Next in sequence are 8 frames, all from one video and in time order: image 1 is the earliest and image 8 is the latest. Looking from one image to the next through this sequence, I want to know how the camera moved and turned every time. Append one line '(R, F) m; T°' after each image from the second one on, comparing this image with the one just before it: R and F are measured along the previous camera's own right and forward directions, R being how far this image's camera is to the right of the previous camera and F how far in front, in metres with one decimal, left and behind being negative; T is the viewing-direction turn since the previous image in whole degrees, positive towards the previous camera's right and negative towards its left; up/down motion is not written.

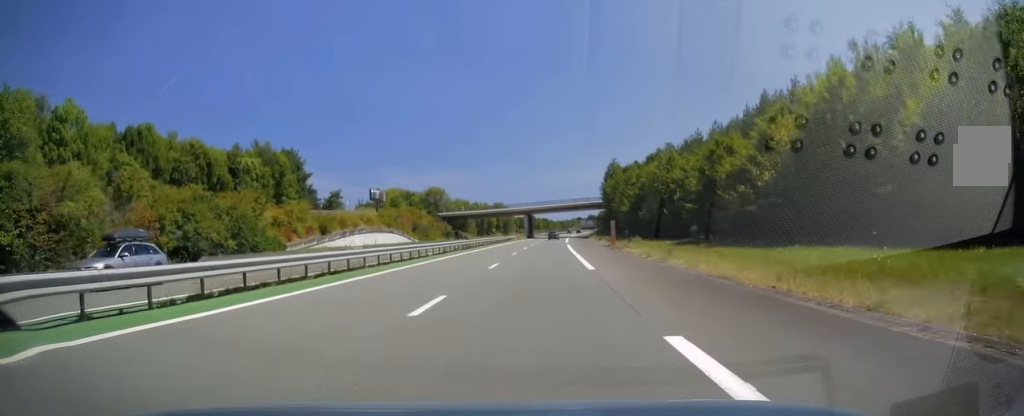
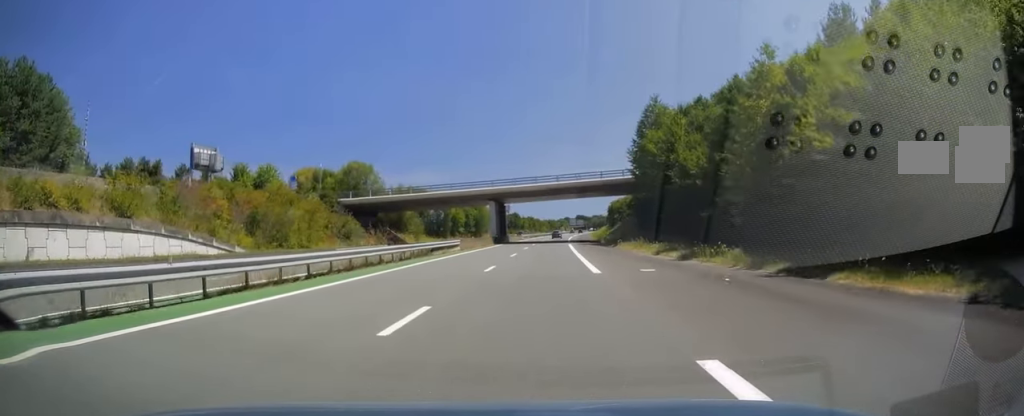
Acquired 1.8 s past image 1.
(+0.8, +53.9) m; +2°
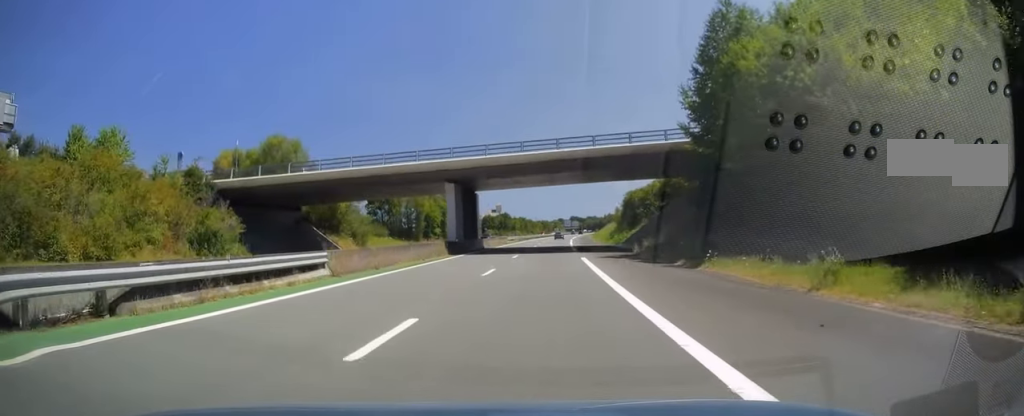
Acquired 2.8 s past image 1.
(+0.3, +27.4) m; 0°
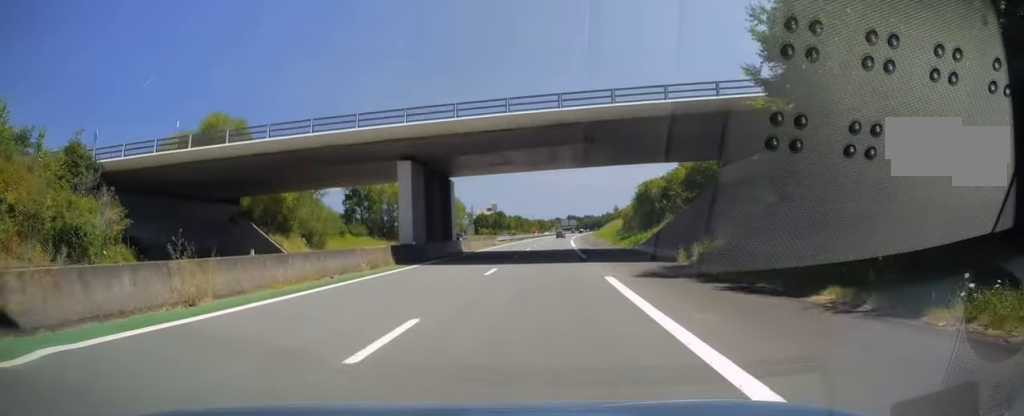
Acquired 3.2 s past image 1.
(-0.1, +13.2) m; 0°
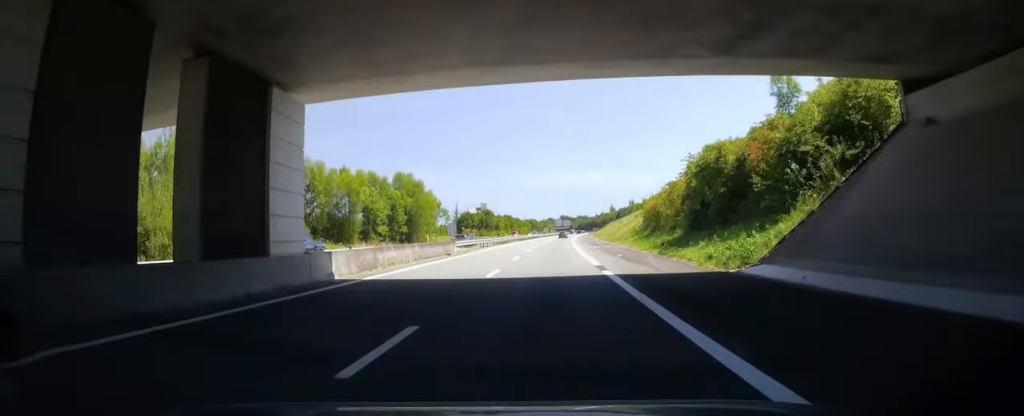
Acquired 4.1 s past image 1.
(0.0, +26.5) m; +1°
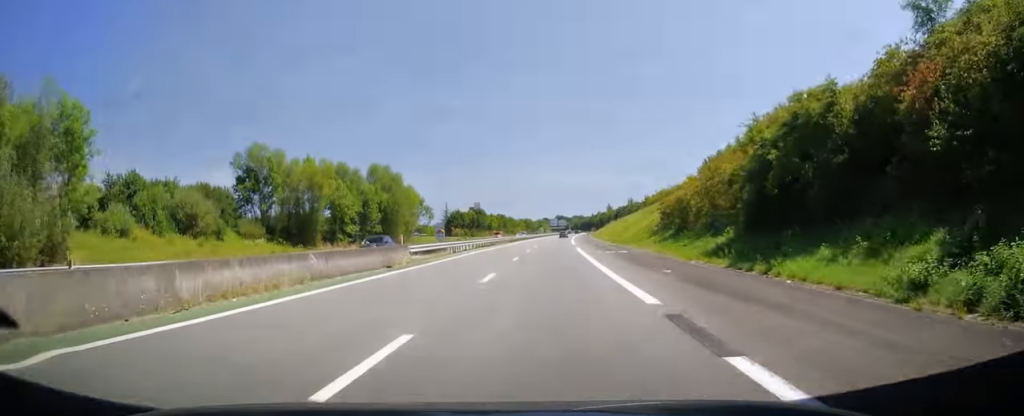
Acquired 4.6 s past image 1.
(0.0, +13.7) m; +1°
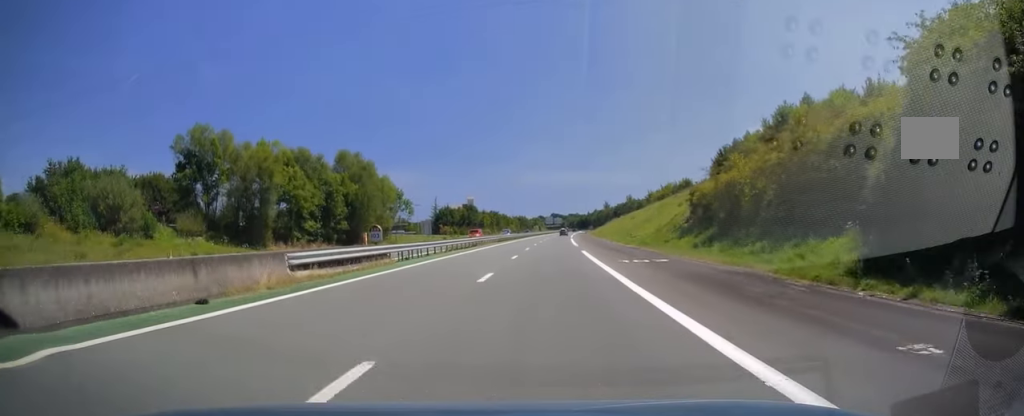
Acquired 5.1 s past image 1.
(+0.2, +13.7) m; +1°
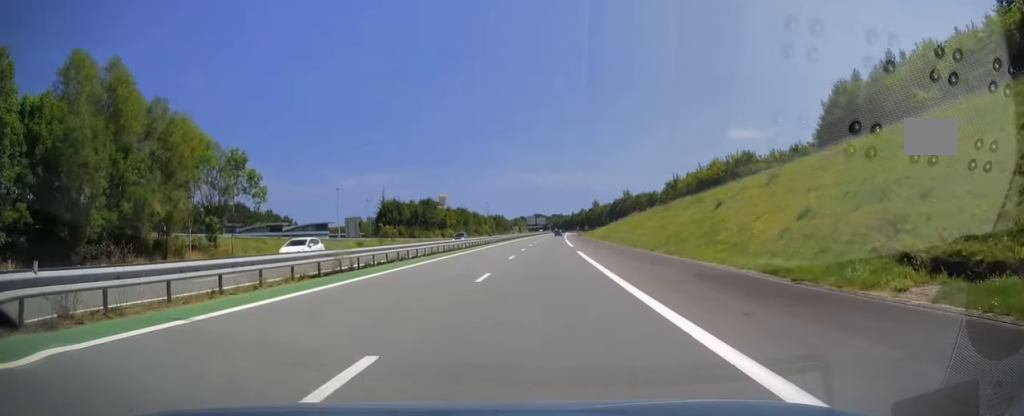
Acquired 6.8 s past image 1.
(+0.8, +51.4) m; +2°
